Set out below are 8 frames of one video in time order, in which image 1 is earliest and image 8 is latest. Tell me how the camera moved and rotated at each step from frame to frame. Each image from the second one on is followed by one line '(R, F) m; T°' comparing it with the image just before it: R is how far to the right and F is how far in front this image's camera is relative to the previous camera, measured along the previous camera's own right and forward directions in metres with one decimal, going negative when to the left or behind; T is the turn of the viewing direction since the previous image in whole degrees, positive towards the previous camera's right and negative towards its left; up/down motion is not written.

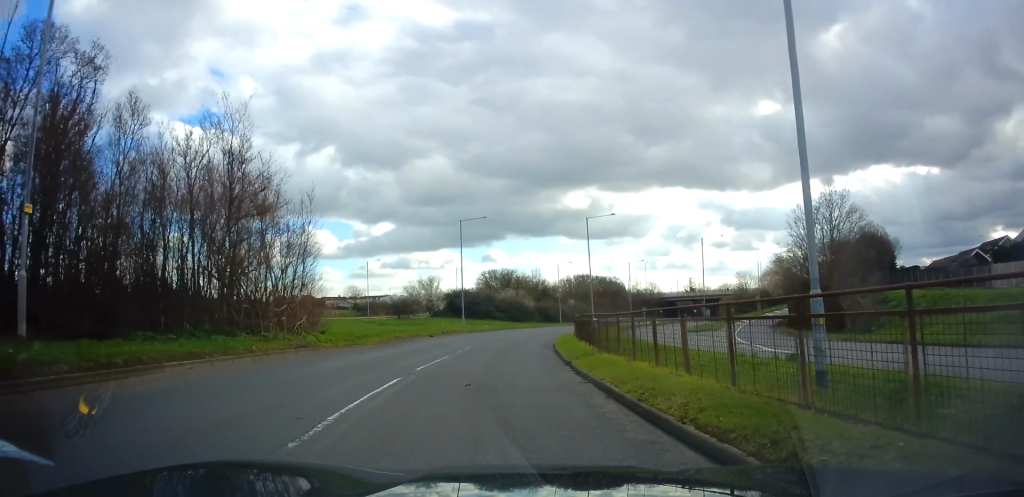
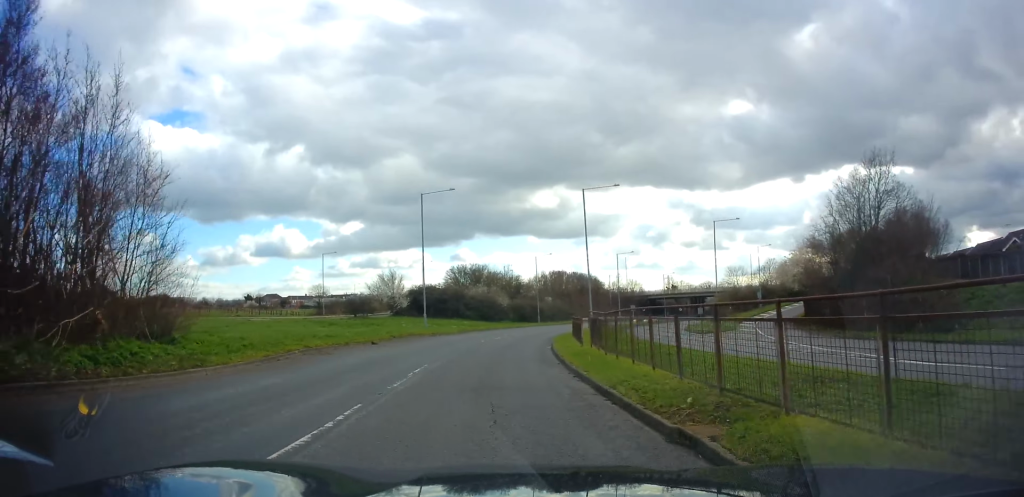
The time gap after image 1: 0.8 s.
(-0.1, +10.7) m; +3°
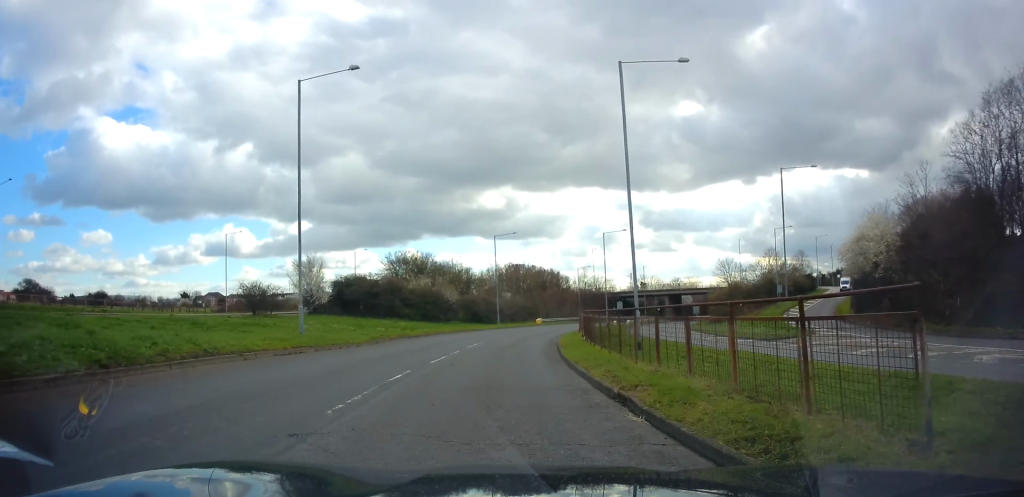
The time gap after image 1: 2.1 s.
(+1.5, +19.8) m; +6°
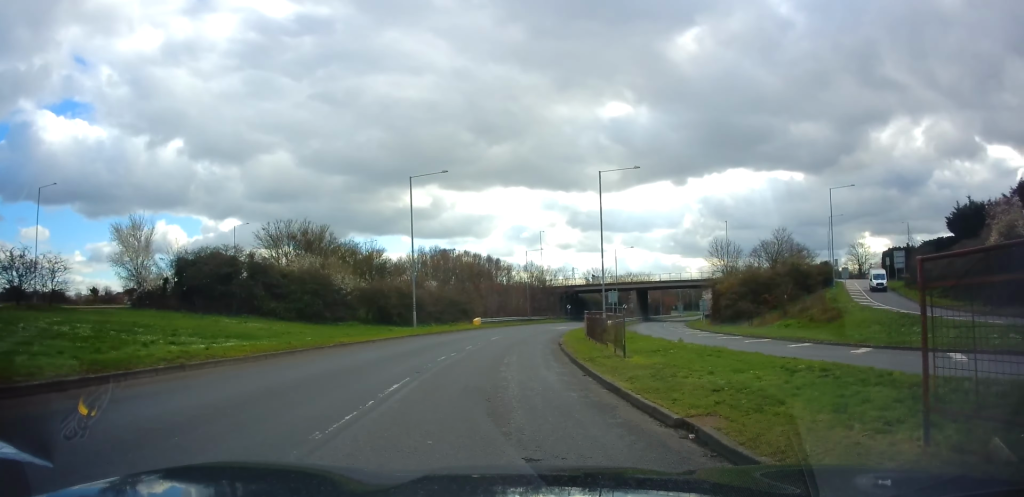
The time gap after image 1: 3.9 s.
(+1.3, +25.9) m; +7°
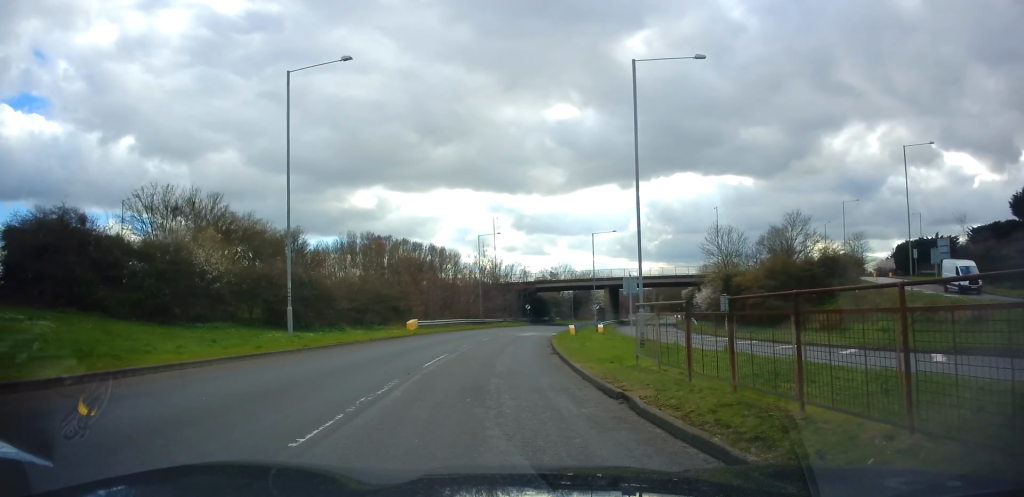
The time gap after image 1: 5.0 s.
(+0.9, +16.6) m; +5°
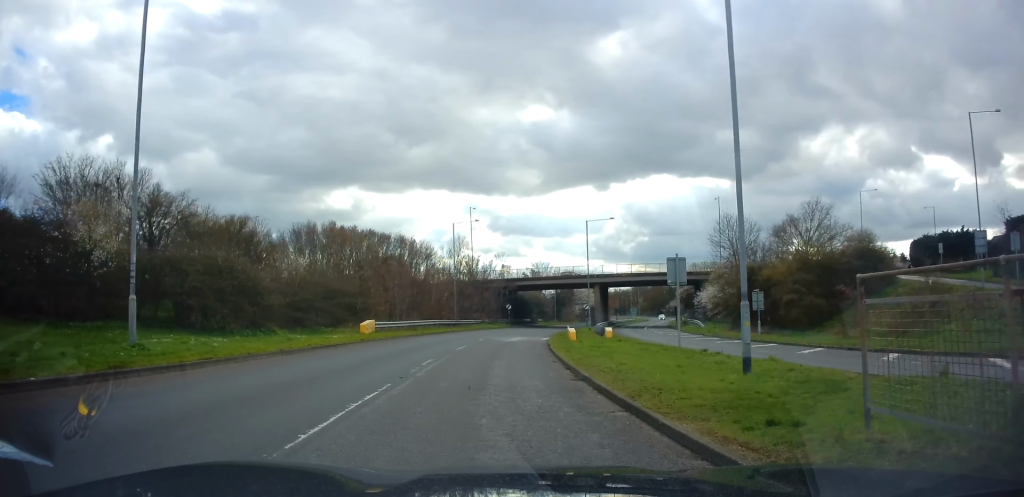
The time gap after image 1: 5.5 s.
(+0.2, +8.6) m; +2°
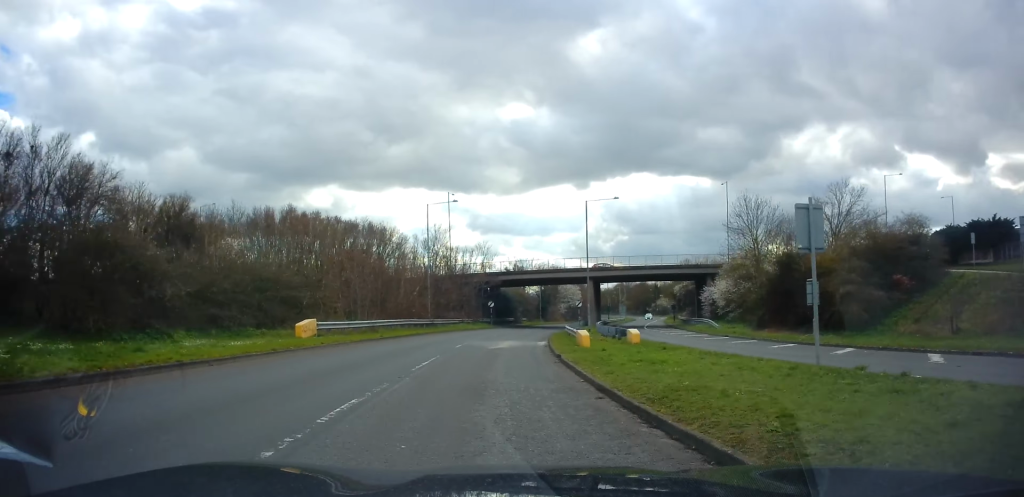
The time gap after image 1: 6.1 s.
(+0.2, +8.3) m; +2°
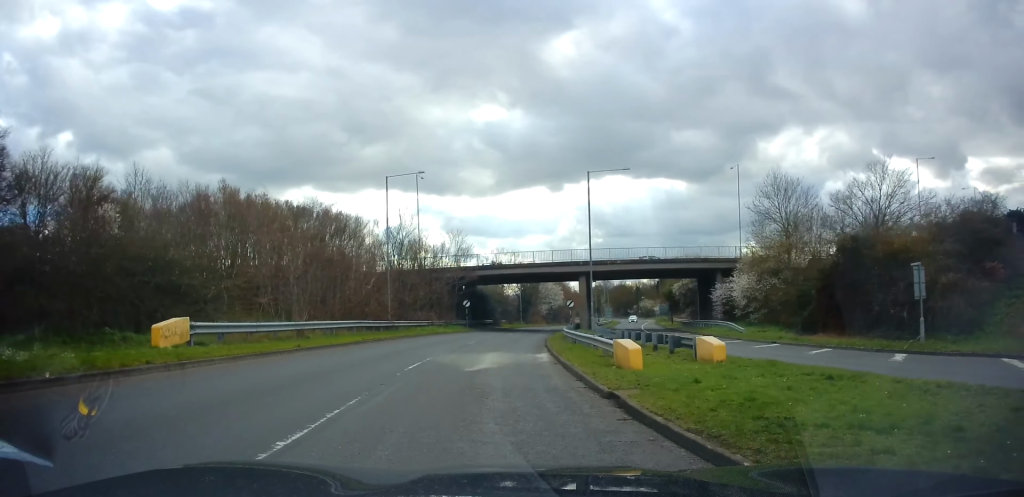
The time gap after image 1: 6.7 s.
(0.0, +9.4) m; +2°
